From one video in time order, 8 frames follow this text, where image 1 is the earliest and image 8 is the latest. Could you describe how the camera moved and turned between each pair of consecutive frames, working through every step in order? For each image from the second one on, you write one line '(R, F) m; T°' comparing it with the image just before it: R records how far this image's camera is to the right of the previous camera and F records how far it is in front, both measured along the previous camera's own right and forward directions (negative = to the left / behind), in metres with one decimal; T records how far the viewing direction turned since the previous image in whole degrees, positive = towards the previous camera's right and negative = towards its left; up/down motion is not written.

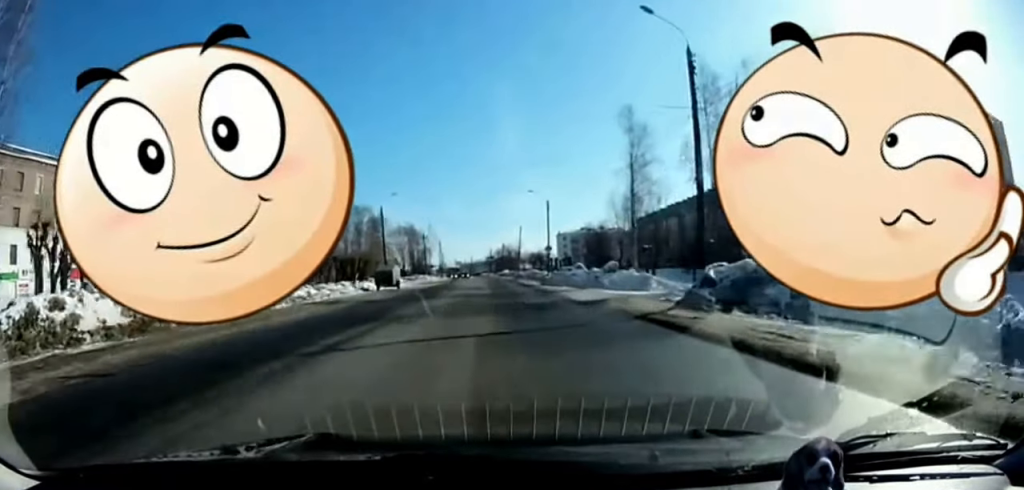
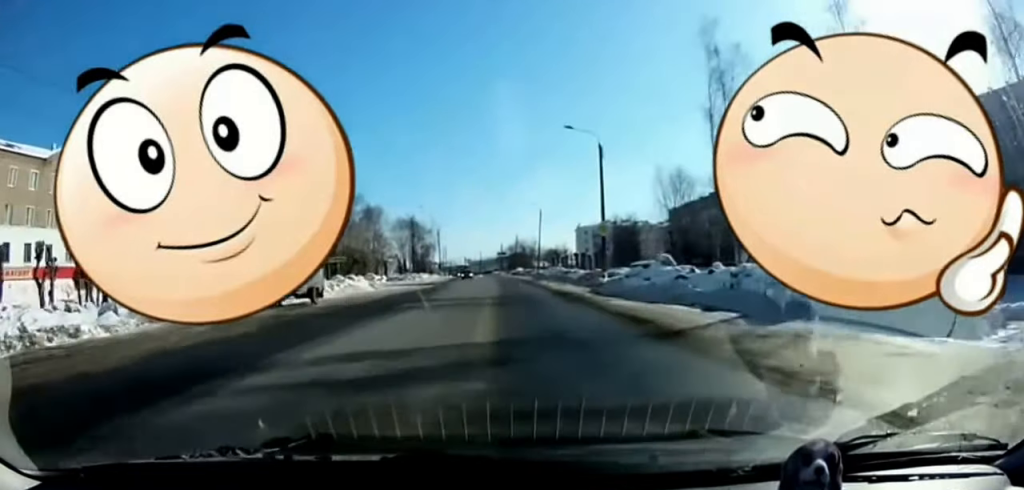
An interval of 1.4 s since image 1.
(-0.2, +23.4) m; -1°
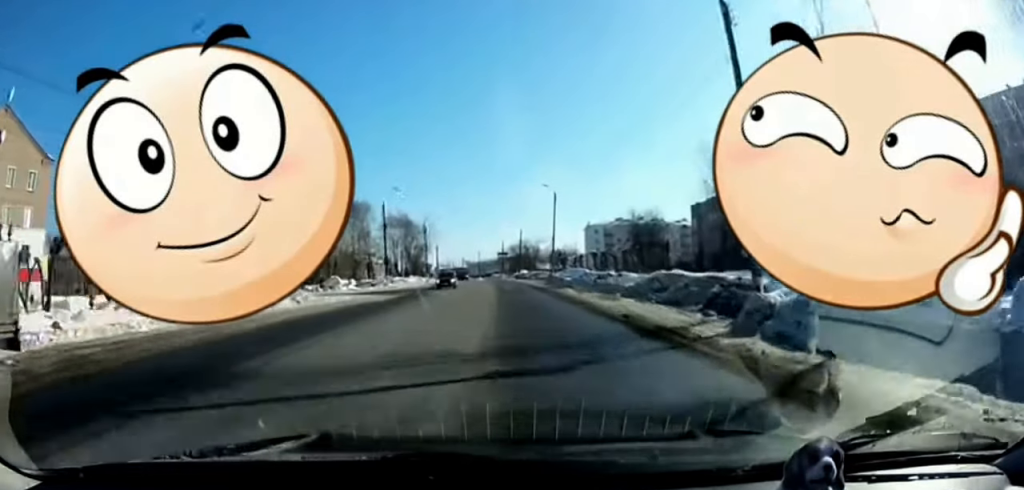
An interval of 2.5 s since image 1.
(0.0, +18.5) m; 0°
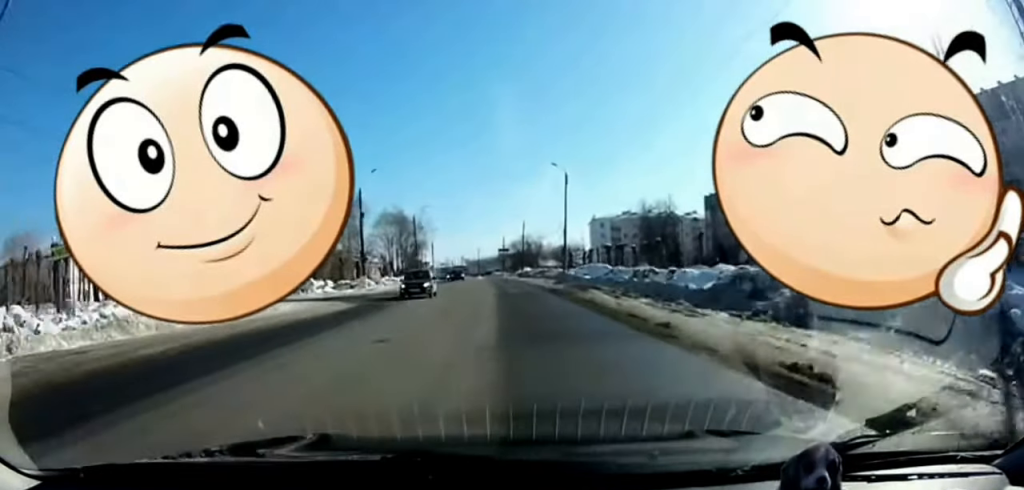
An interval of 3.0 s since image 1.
(0.0, +9.2) m; 0°
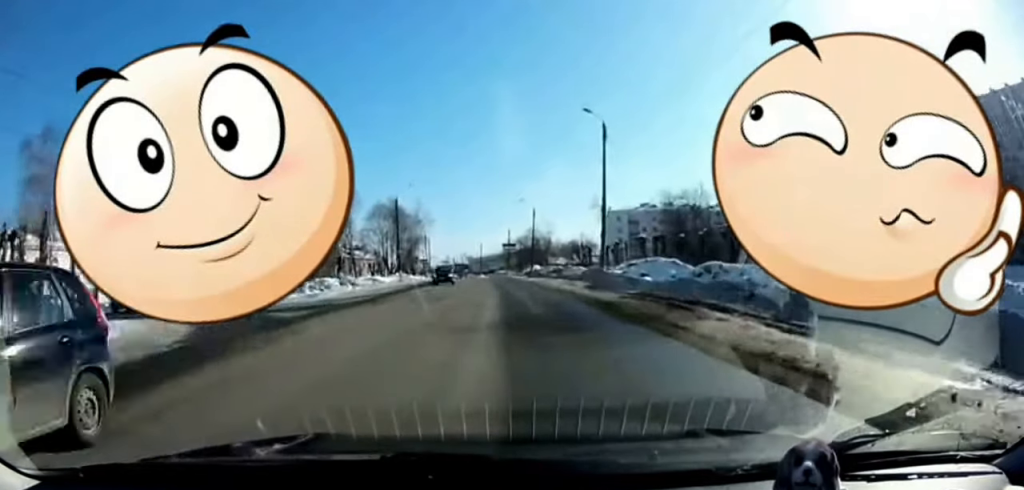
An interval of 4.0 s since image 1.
(0.0, +16.6) m; 0°
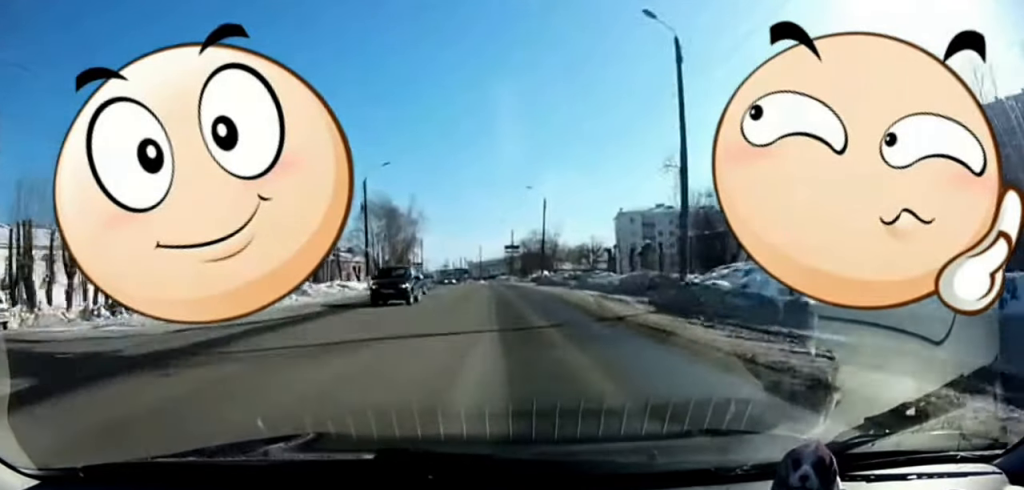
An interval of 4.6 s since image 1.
(+0.1, +12.5) m; 0°
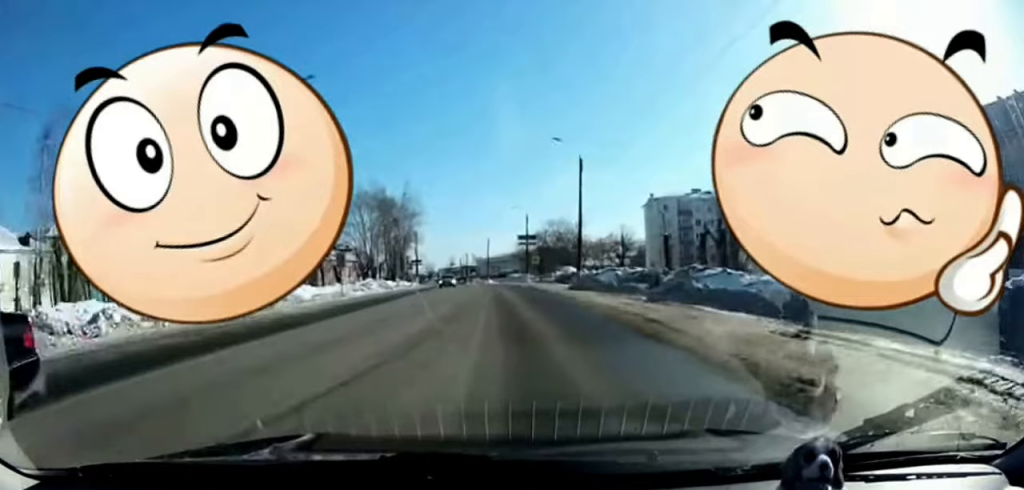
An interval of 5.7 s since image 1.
(-0.3, +20.3) m; -1°
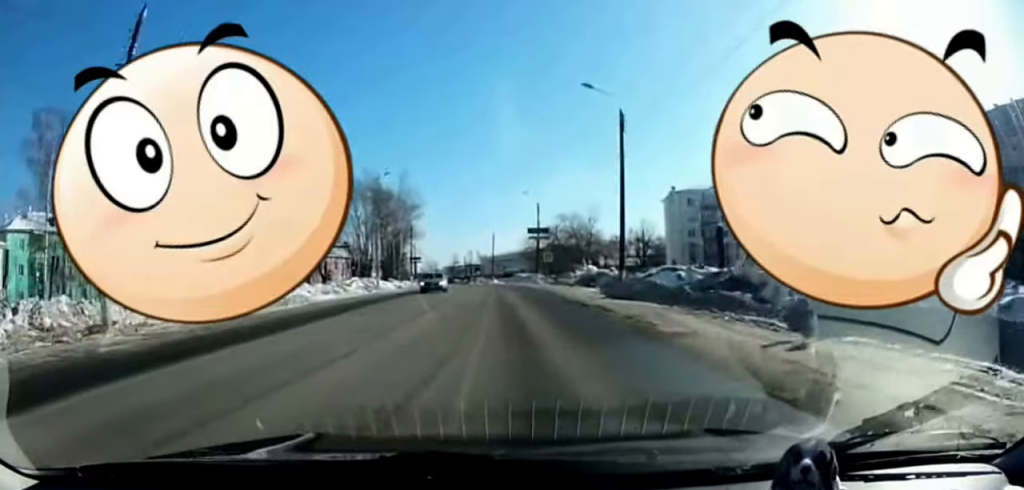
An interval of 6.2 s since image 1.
(0.0, +10.0) m; -1°
